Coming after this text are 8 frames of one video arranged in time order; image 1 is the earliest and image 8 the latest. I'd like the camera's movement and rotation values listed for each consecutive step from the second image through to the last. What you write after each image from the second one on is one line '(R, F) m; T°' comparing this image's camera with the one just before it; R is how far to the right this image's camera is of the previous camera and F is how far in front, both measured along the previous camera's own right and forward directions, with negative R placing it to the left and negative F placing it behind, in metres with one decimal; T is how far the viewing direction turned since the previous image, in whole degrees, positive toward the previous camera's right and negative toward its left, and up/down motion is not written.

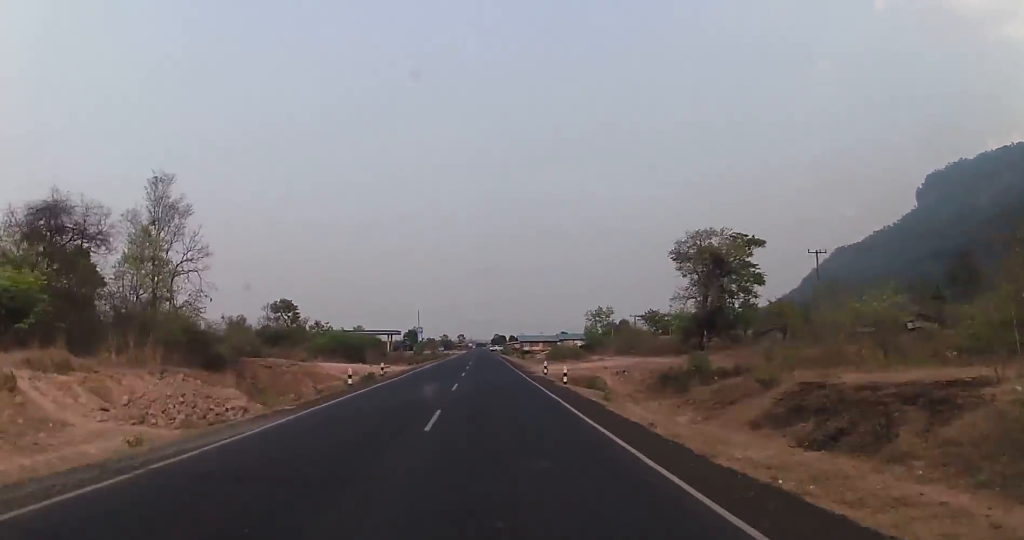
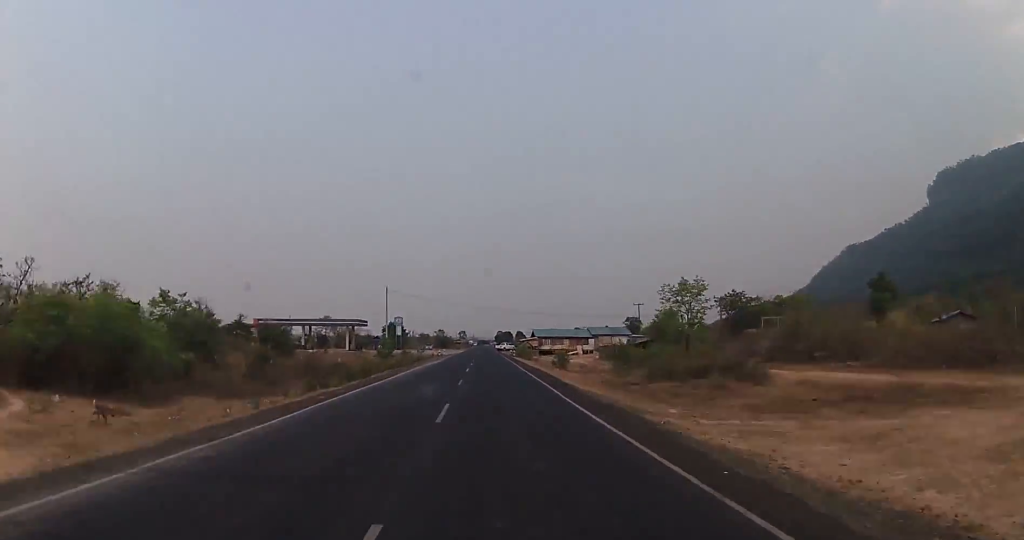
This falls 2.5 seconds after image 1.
(-0.3, +59.4) m; 0°
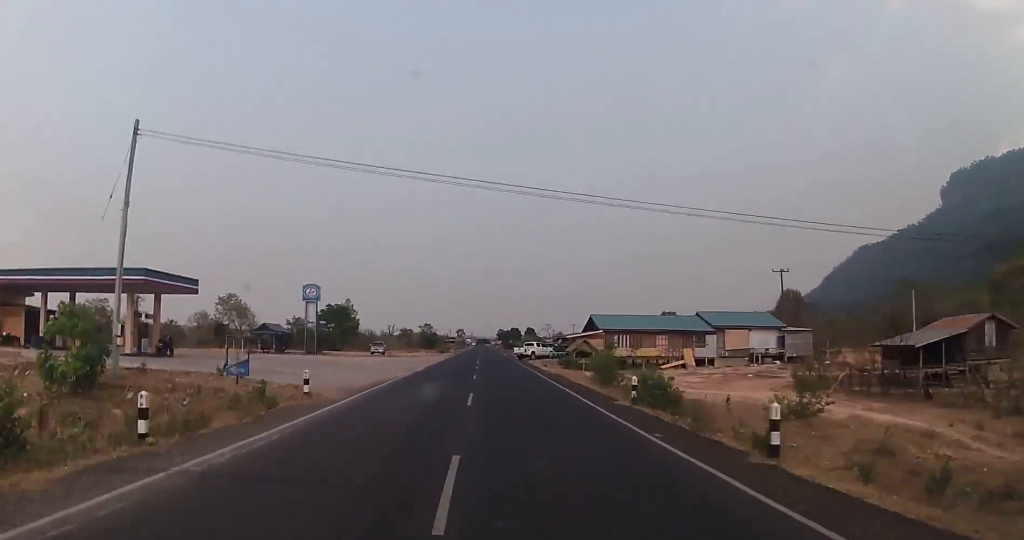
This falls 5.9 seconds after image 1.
(-0.4, +80.2) m; 0°
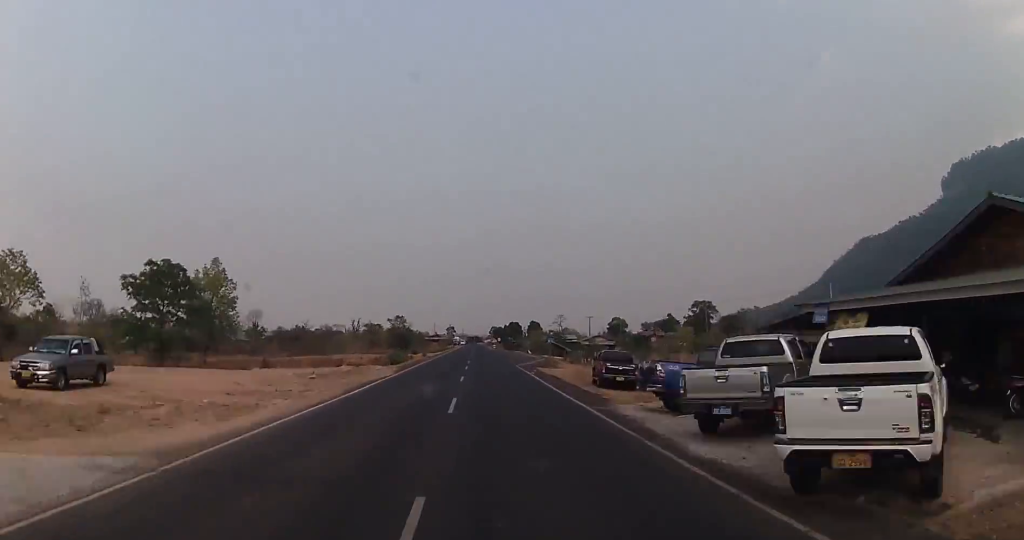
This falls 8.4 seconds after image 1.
(+0.4, +61.5) m; 0°
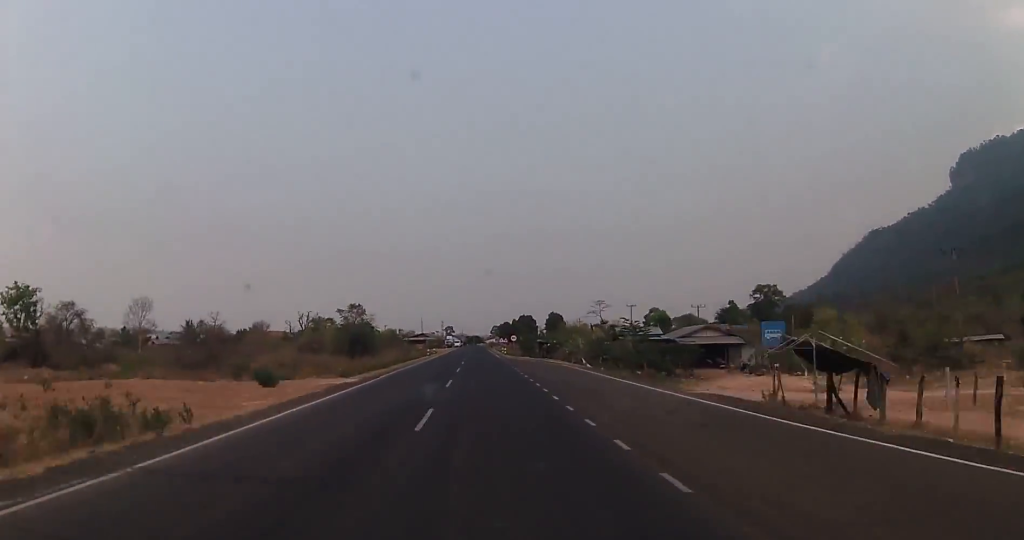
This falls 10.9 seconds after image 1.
(+0.3, +61.1) m; 0°
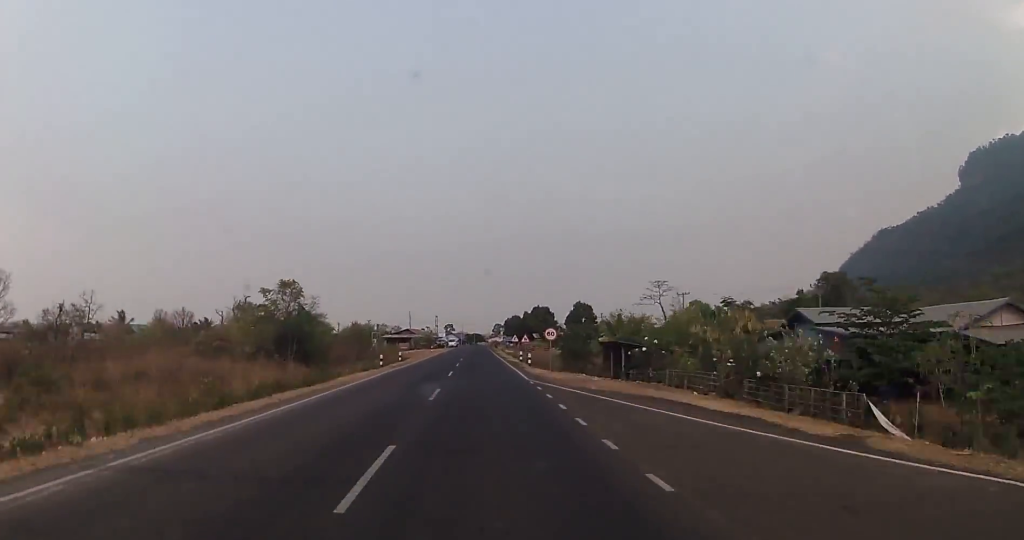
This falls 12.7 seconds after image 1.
(+0.3, +41.7) m; 0°
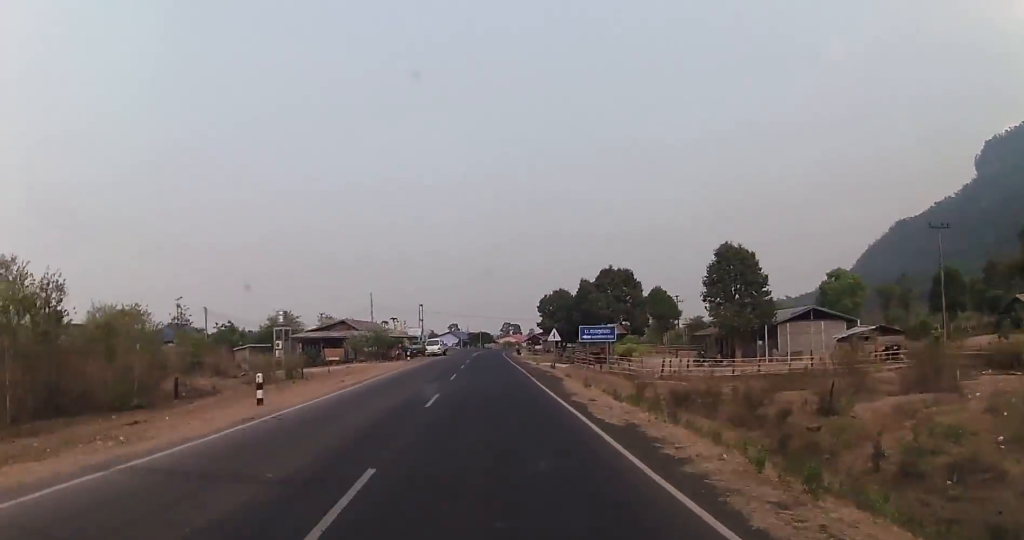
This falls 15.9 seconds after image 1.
(-0.5, +76.0) m; +1°
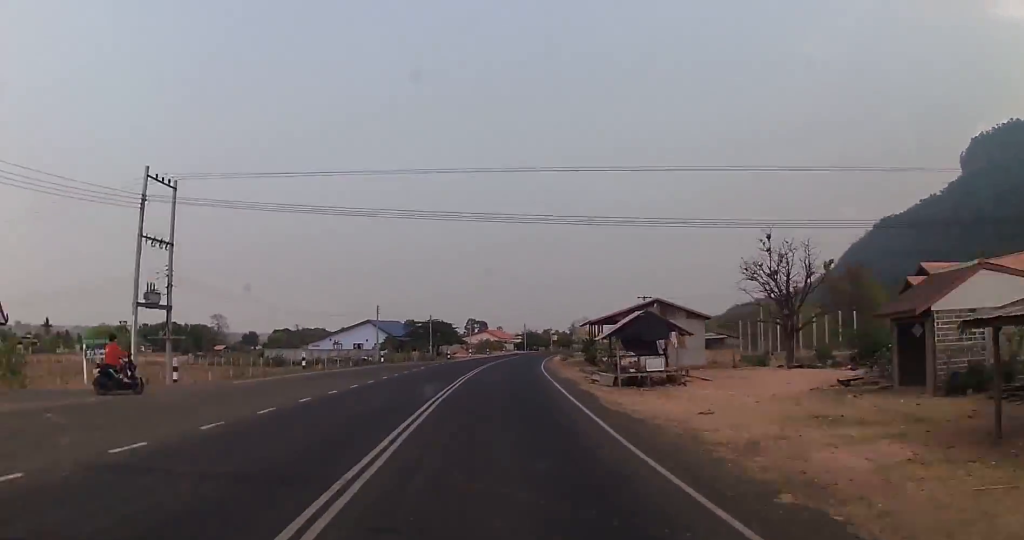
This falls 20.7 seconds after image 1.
(+2.0, +113.7) m; +5°
